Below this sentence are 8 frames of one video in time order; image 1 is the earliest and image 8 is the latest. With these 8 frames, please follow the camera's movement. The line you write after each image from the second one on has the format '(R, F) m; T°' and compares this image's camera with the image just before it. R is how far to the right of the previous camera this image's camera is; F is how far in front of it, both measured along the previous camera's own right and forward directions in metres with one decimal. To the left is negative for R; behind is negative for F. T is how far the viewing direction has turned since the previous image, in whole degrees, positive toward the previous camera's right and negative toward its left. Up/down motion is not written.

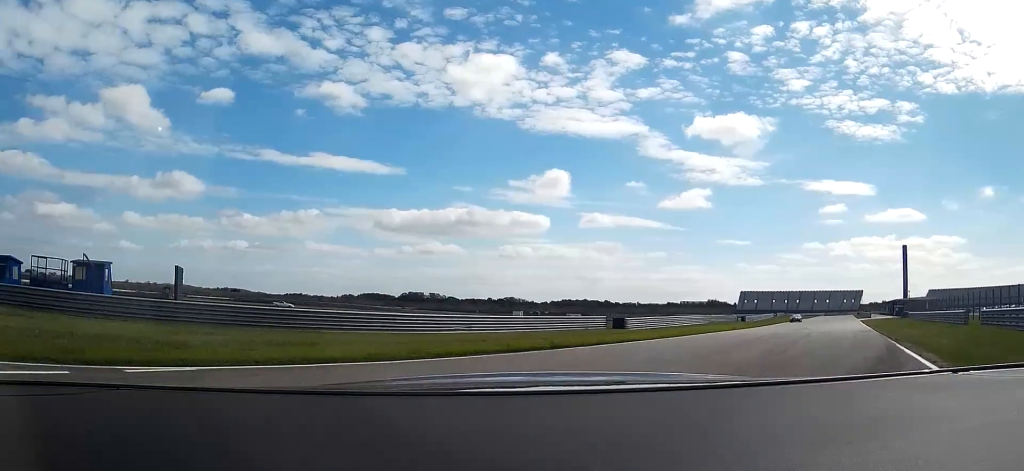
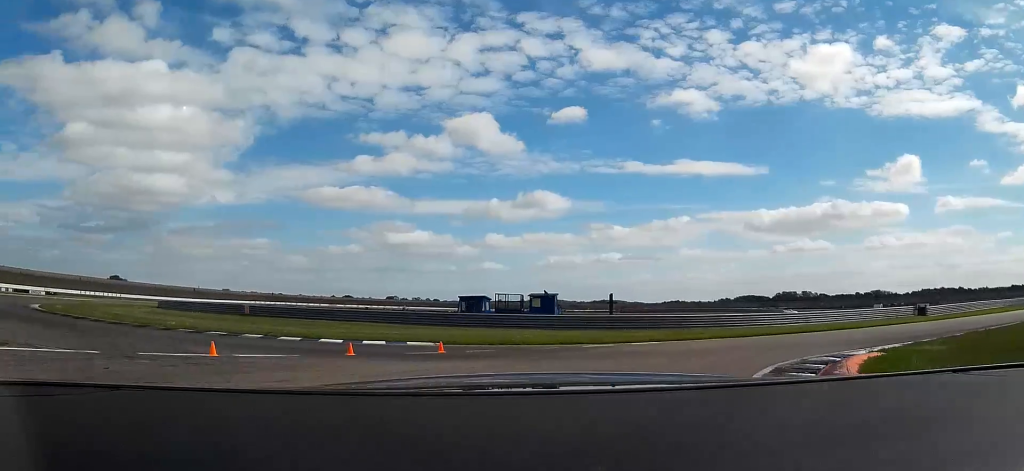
(-4.3, +14.5) m; -31°
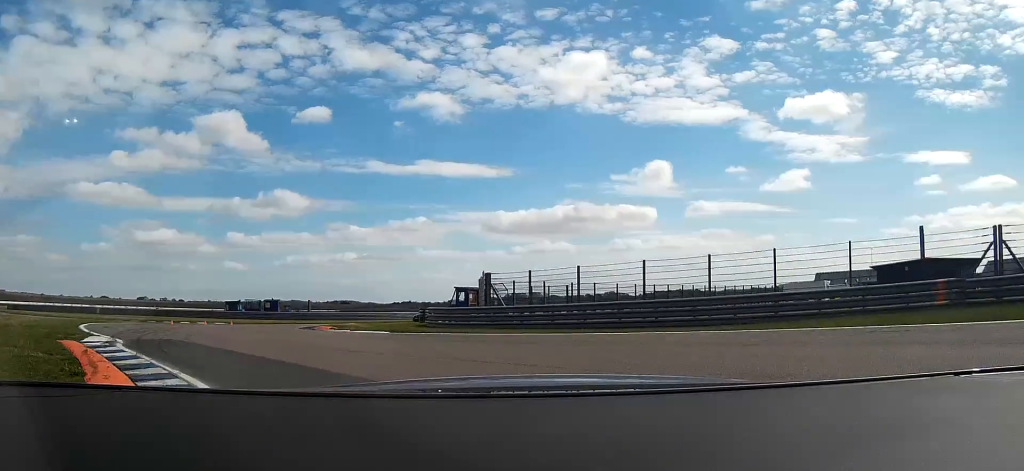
(+0.9, +32.0) m; +22°
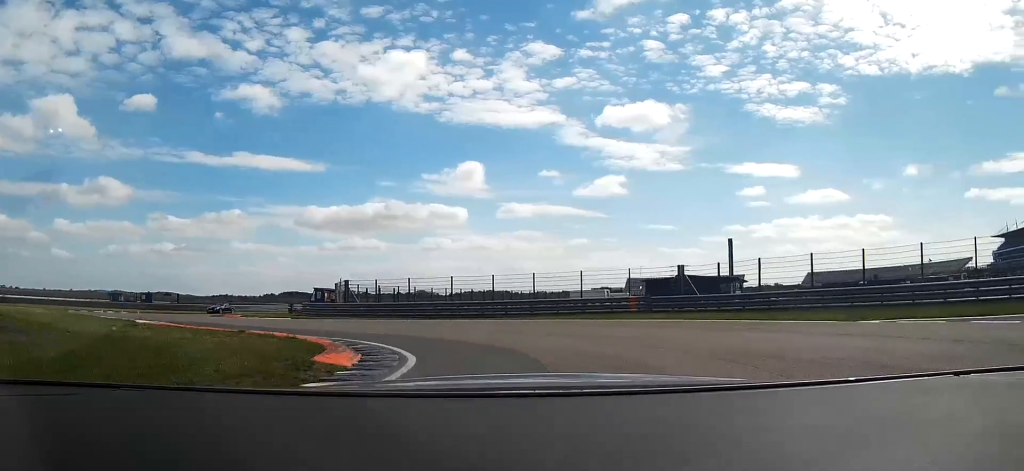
(+2.3, +14.3) m; +11°
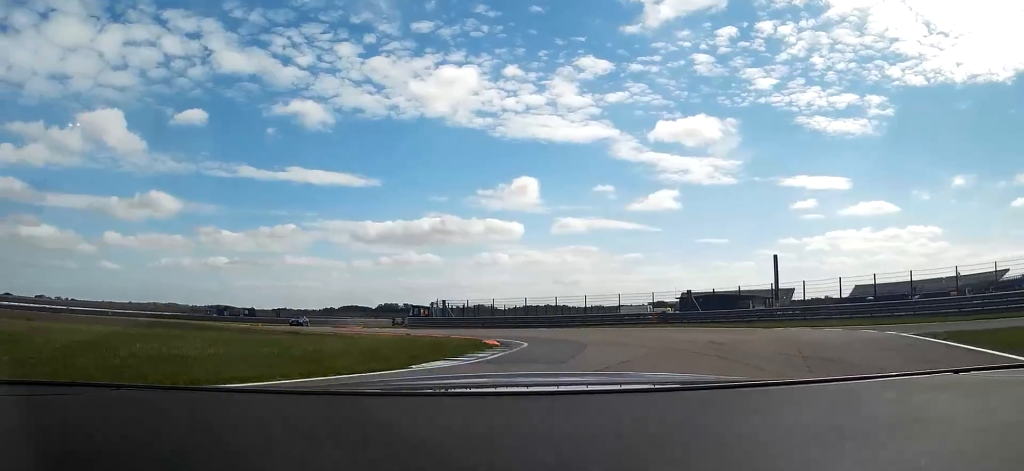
(+0.5, +14.2) m; -3°
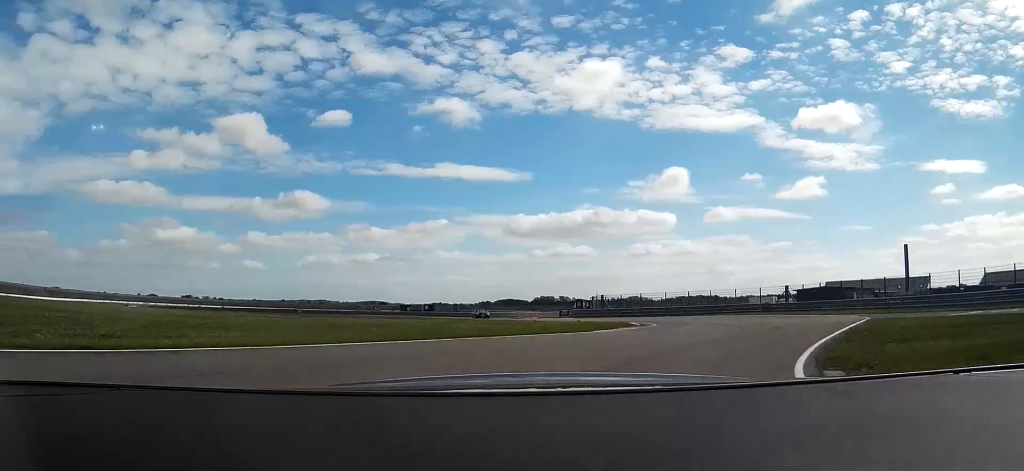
(-1.1, +15.3) m; -15°
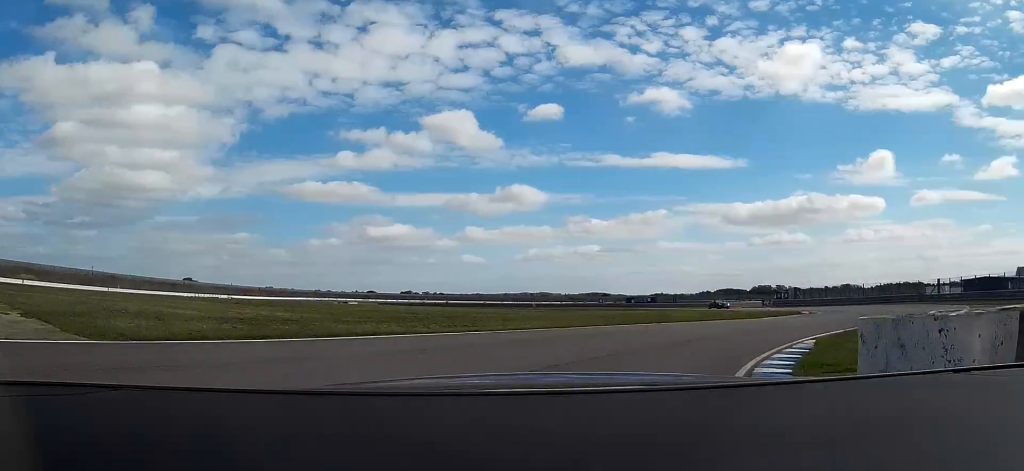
(-1.9, +12.9) m; -19°
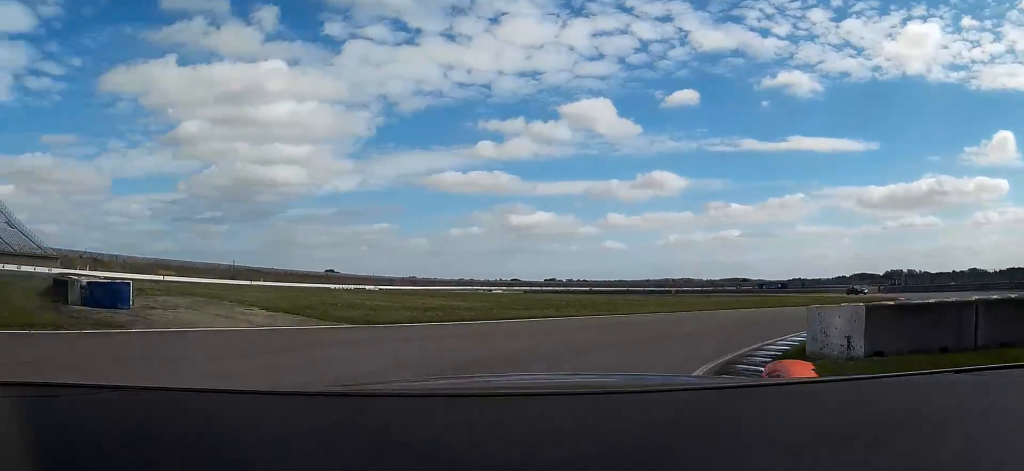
(-1.1, +7.6) m; -11°
